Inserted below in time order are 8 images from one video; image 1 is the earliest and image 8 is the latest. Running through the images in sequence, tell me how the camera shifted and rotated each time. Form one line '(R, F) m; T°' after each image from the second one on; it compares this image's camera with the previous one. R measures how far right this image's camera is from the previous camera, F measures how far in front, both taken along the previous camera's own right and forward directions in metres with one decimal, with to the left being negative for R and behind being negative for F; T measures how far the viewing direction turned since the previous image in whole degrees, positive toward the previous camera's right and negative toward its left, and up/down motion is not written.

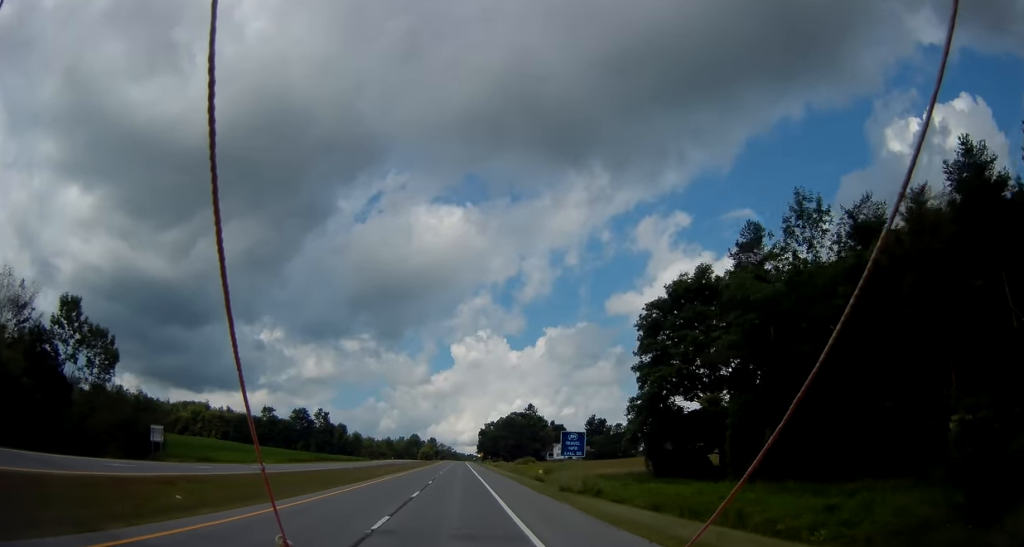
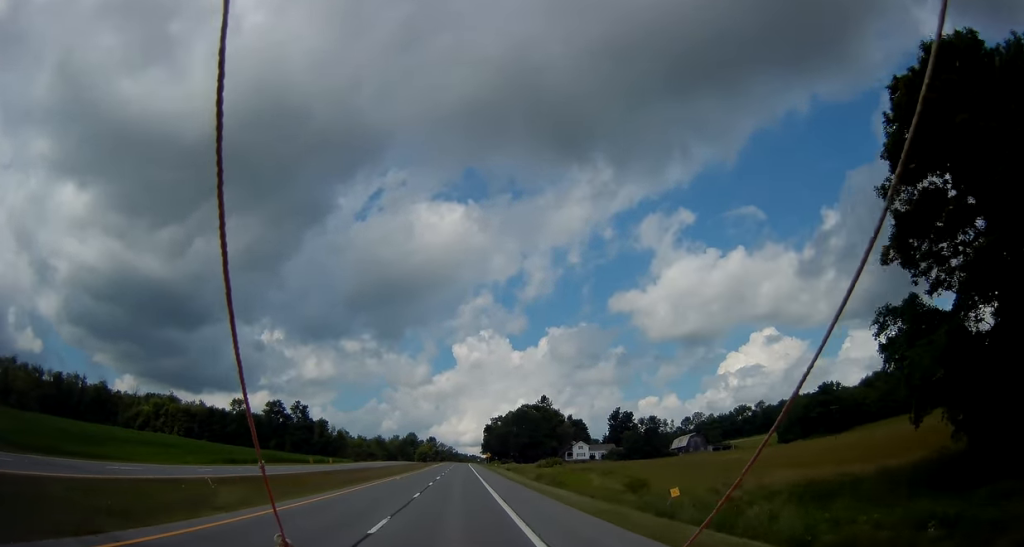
(-0.4, +36.7) m; 0°
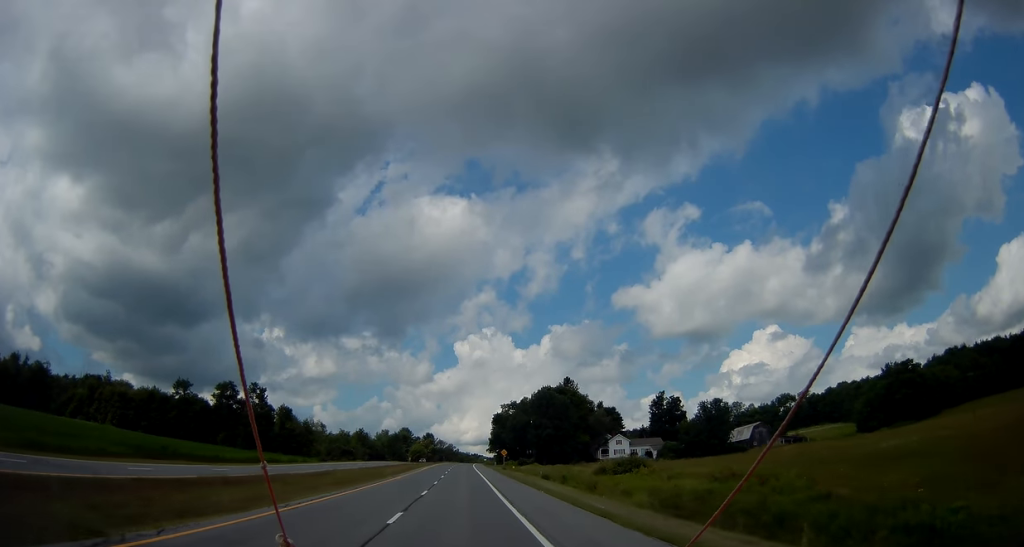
(0.0, +47.4) m; 0°
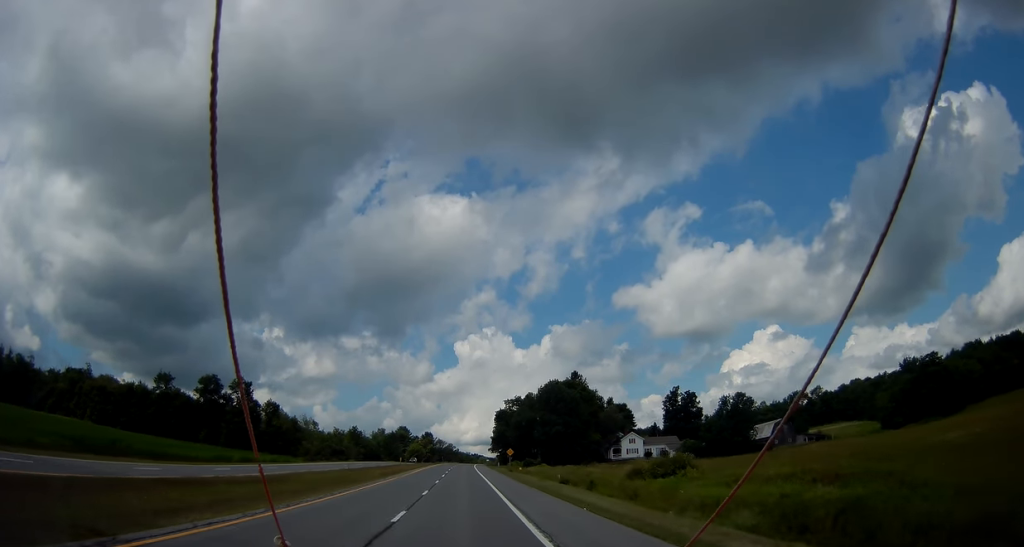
(+0.2, +12.1) m; 0°
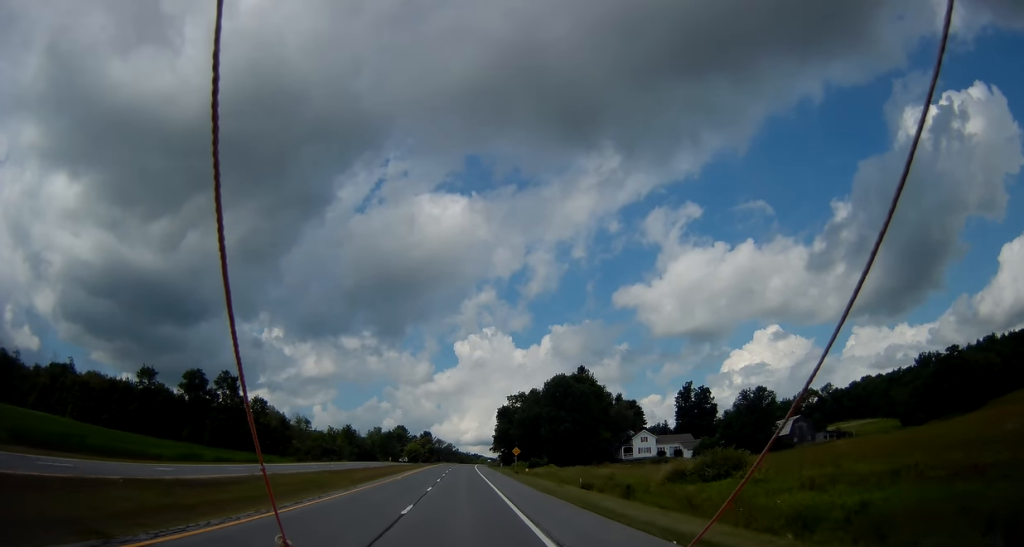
(-0.1, +10.2) m; 0°
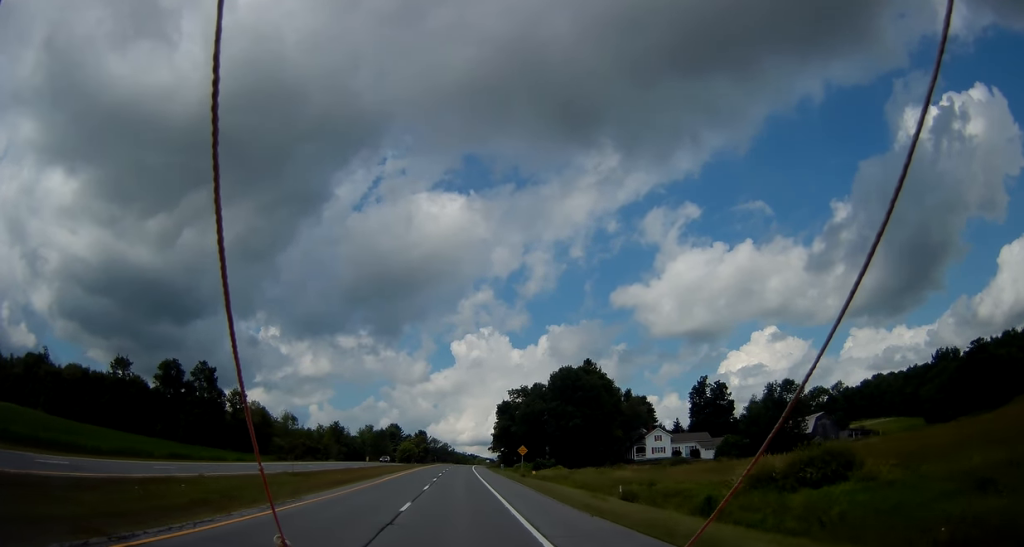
(-0.2, +12.5) m; 0°
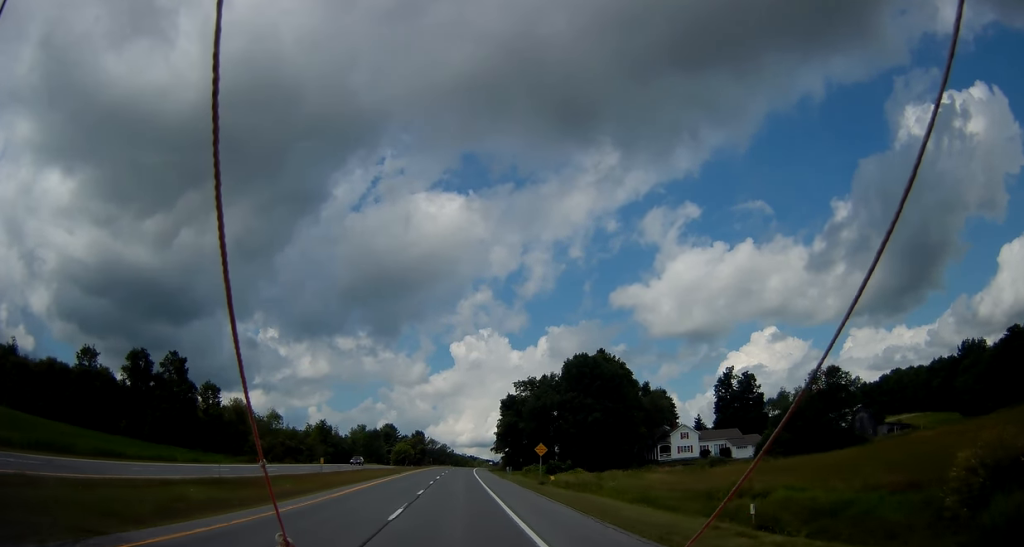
(+0.2, +16.5) m; 0°
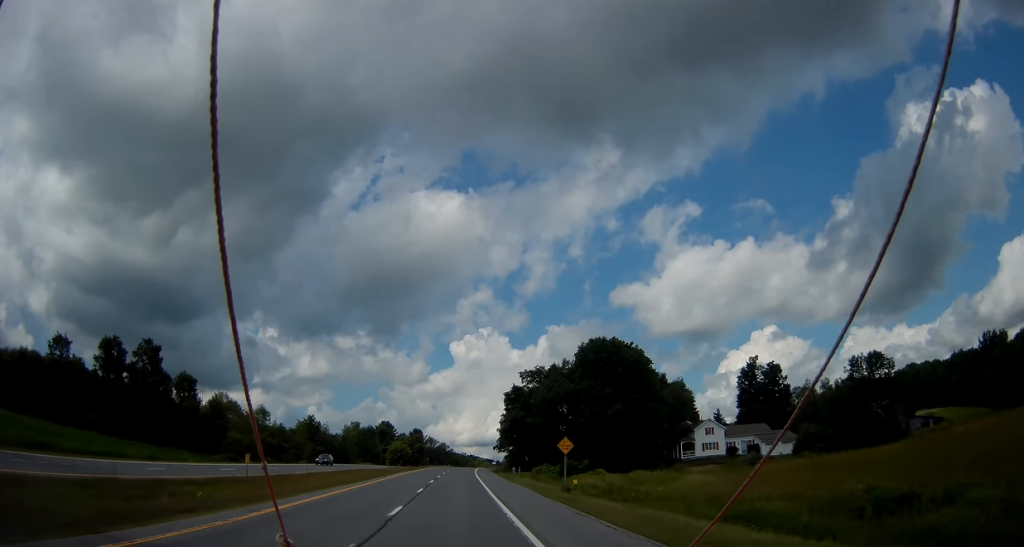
(+0.1, +12.6) m; 0°
